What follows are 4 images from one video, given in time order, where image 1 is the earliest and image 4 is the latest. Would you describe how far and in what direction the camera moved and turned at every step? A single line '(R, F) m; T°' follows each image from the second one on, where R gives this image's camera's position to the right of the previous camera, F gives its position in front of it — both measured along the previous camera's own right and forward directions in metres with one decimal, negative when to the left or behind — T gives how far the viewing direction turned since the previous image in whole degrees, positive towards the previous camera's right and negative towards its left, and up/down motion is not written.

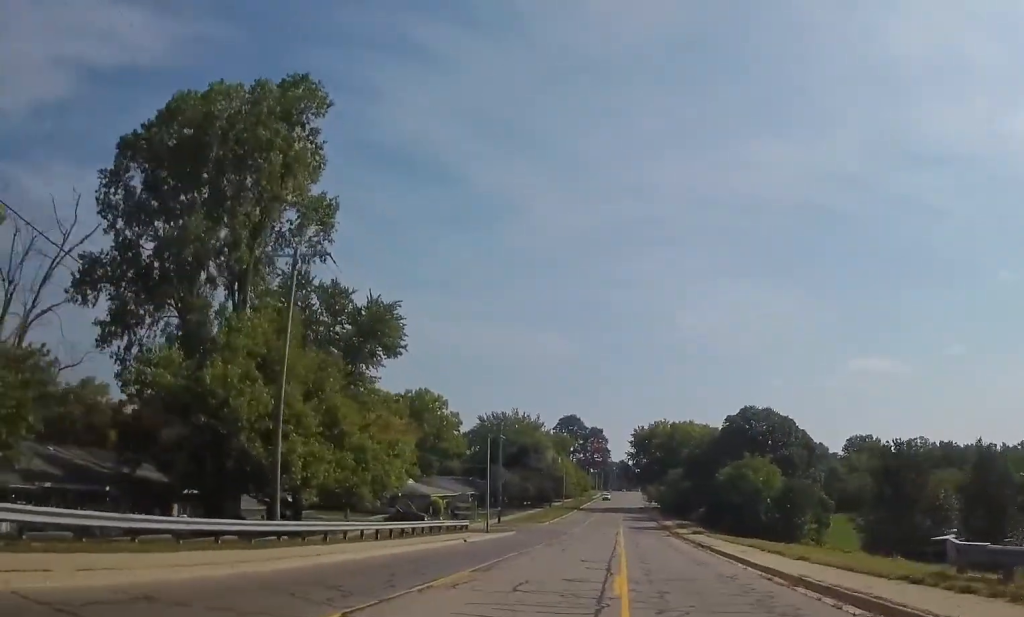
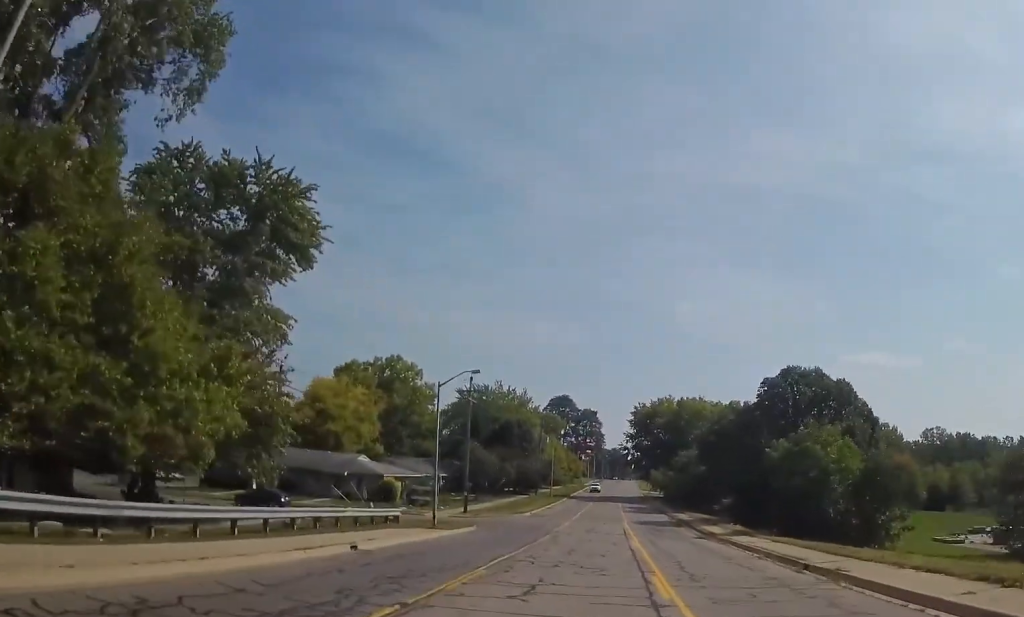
(0.0, +17.1) m; 0°
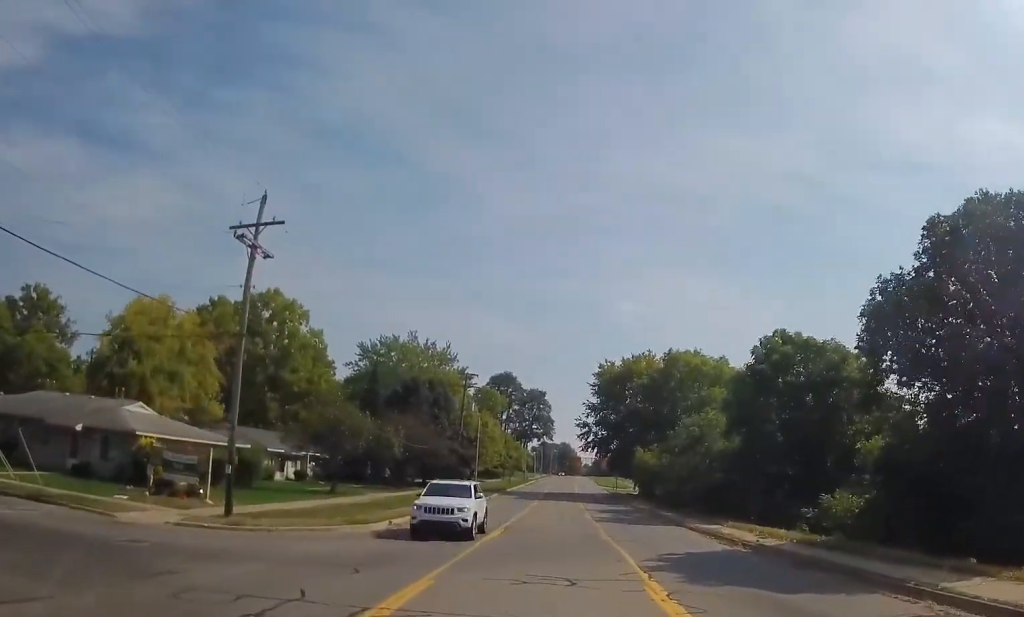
(+1.5, +34.8) m; +9°
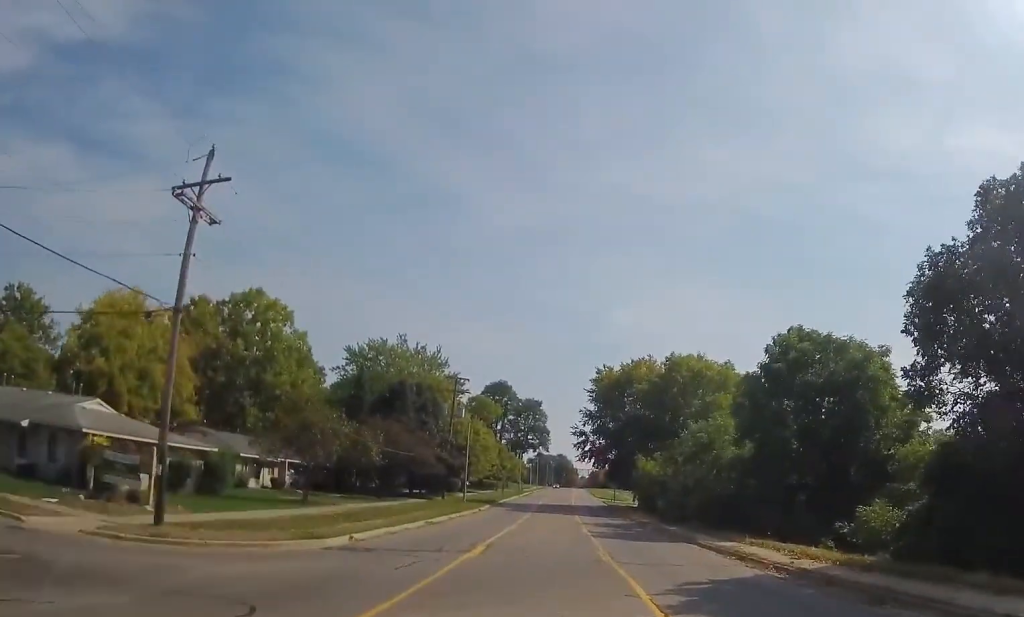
(+0.1, +5.0) m; -1°
